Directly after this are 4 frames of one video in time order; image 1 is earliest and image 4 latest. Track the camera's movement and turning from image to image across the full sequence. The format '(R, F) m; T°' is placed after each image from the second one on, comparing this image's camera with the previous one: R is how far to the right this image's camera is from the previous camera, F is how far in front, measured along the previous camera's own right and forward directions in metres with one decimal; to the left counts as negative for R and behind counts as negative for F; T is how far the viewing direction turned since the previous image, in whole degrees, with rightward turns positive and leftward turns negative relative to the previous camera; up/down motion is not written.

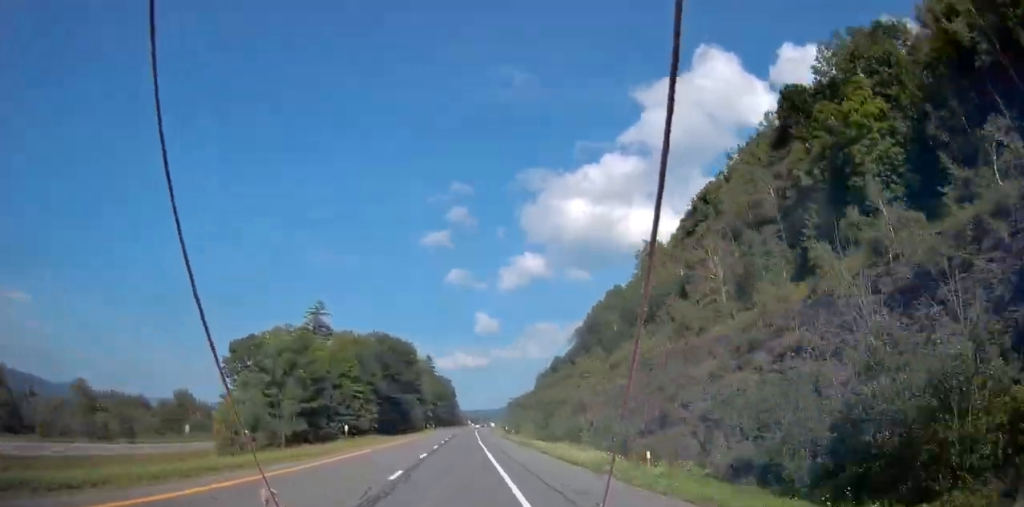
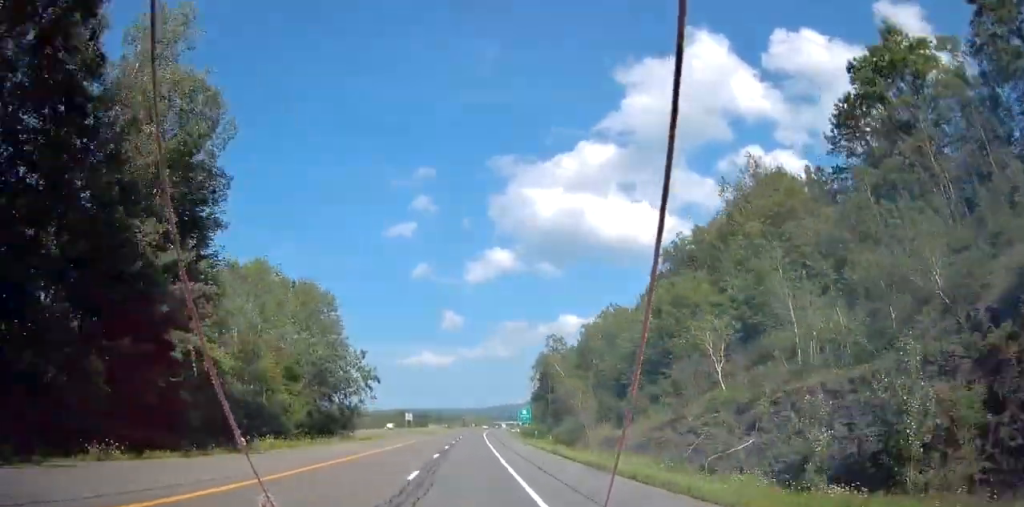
(+6.5, +266.4) m; +3°
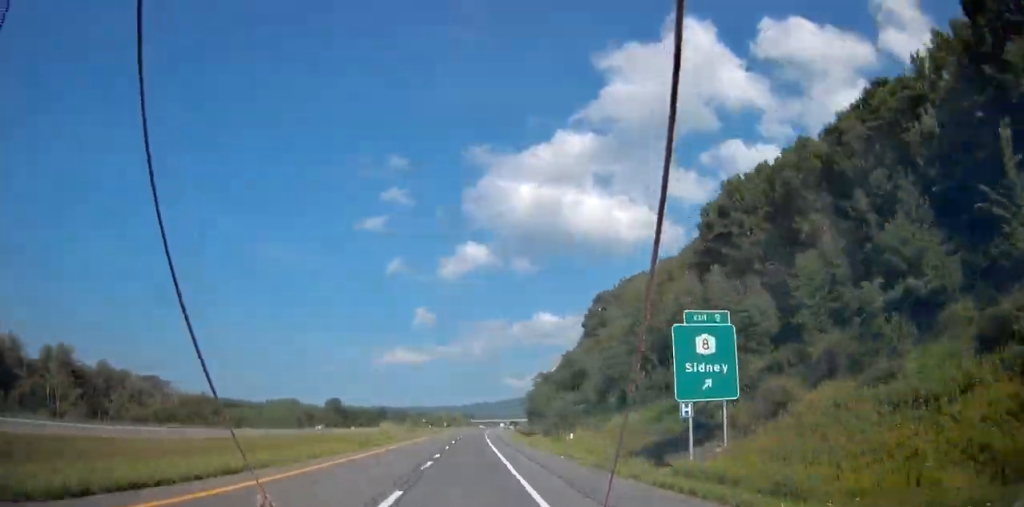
(+3.3, +150.9) m; +3°
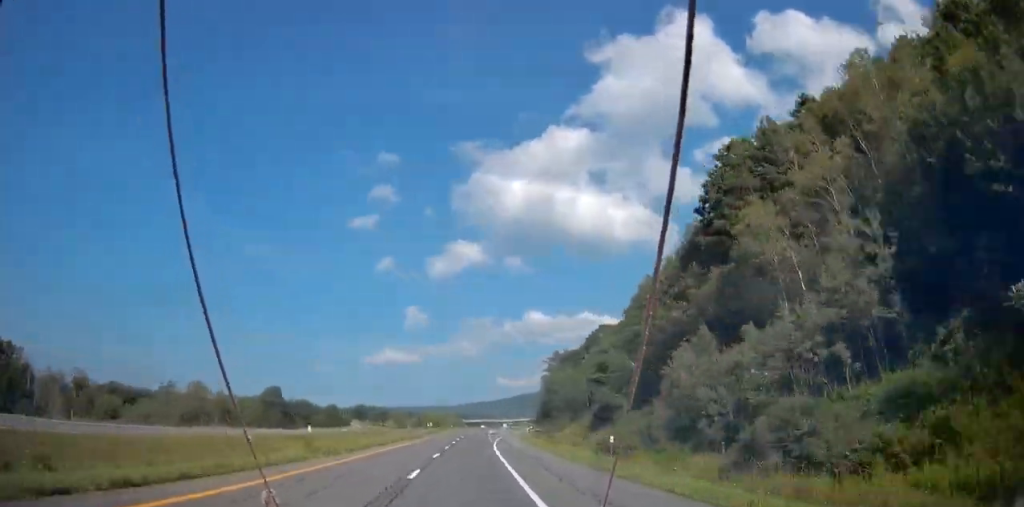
(+1.0, +71.8) m; +1°
